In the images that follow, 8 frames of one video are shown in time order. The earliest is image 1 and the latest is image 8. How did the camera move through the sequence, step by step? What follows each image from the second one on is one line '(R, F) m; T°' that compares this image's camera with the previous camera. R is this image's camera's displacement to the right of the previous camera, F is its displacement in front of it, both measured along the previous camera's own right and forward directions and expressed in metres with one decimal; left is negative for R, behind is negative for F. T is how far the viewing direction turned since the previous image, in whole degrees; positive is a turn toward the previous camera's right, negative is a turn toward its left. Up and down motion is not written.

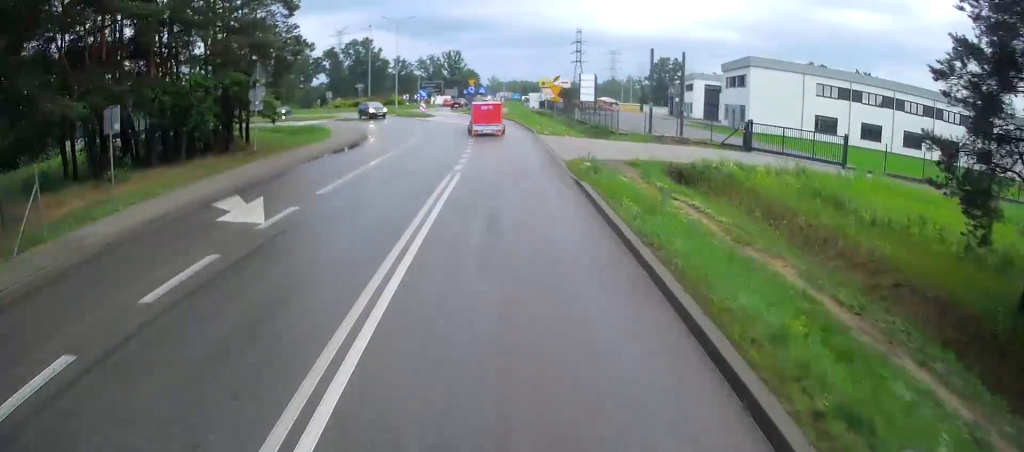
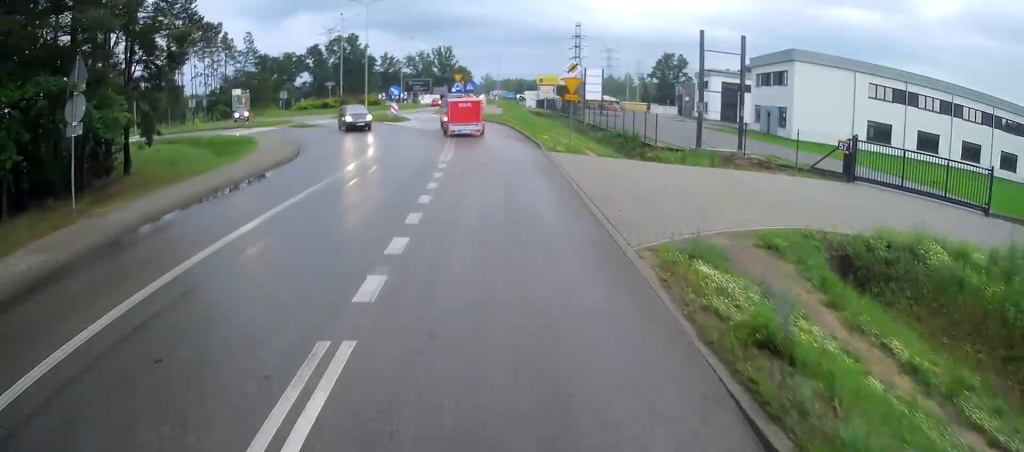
(0.0, +12.7) m; +1°
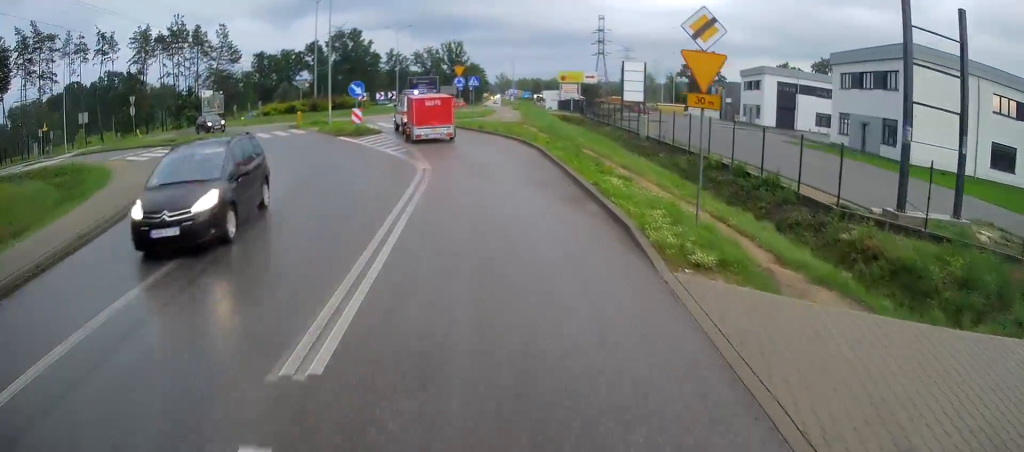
(+0.2, +17.1) m; +1°
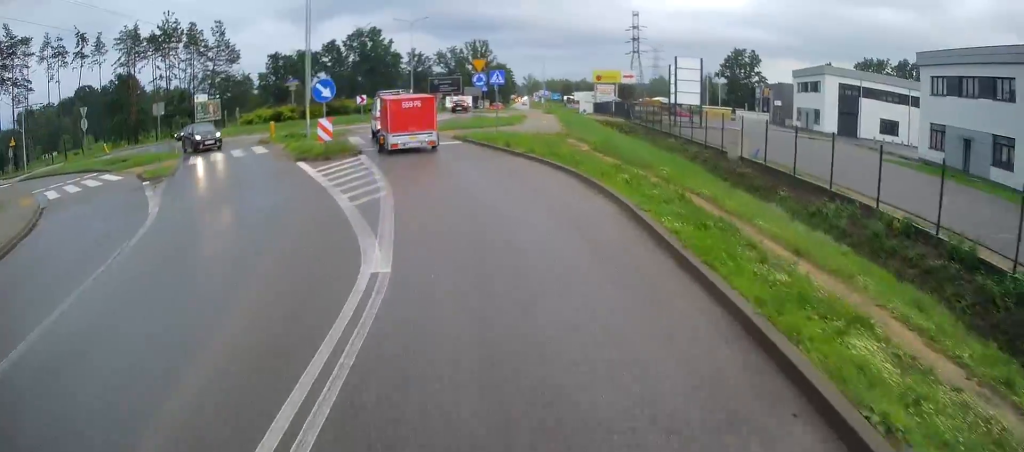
(0.0, +10.4) m; -4°
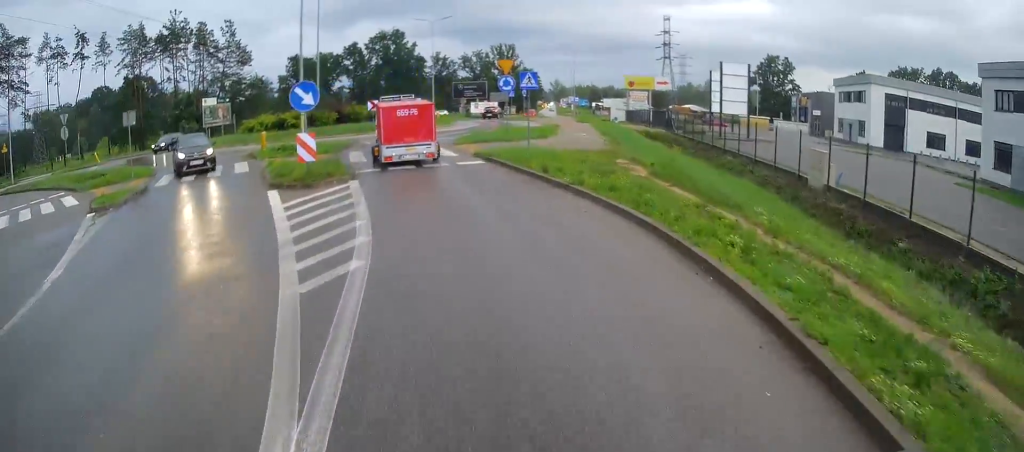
(-0.3, +5.2) m; -4°
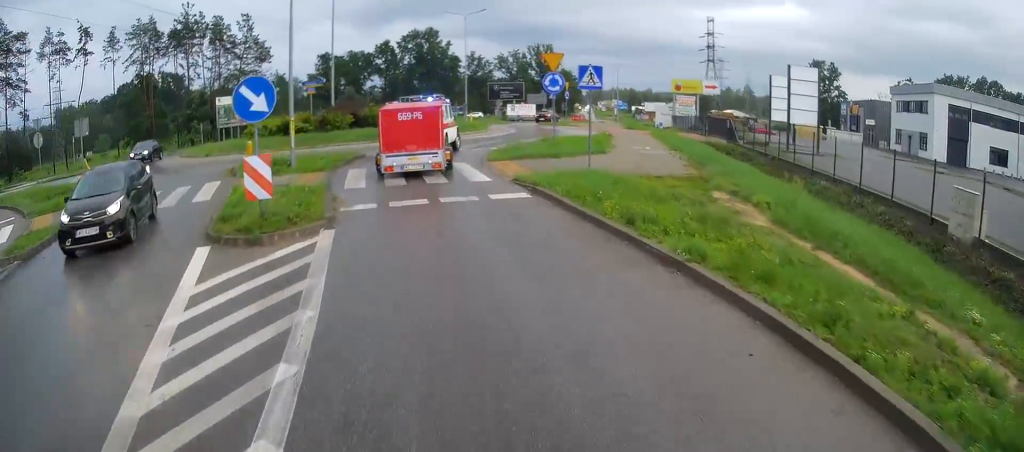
(-0.2, +6.5) m; -6°
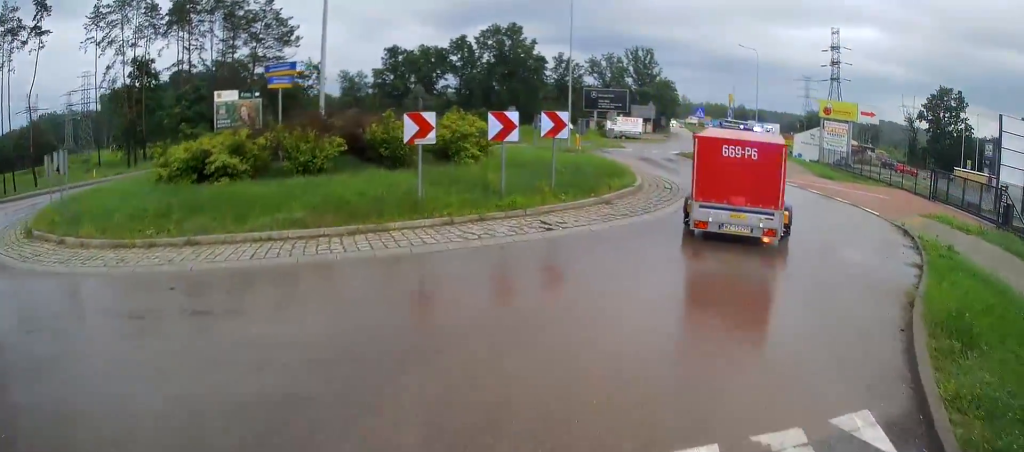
(-1.9, +21.5) m; -6°
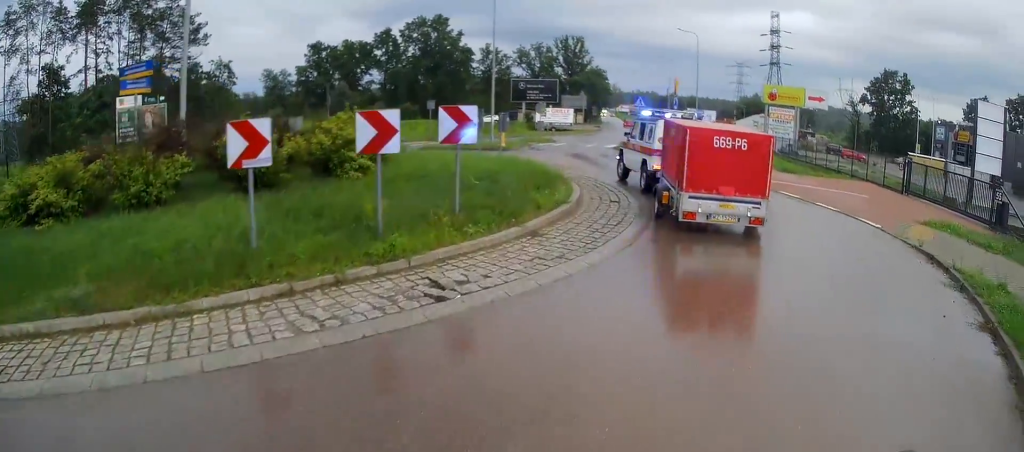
(+0.1, +4.3) m; +5°
